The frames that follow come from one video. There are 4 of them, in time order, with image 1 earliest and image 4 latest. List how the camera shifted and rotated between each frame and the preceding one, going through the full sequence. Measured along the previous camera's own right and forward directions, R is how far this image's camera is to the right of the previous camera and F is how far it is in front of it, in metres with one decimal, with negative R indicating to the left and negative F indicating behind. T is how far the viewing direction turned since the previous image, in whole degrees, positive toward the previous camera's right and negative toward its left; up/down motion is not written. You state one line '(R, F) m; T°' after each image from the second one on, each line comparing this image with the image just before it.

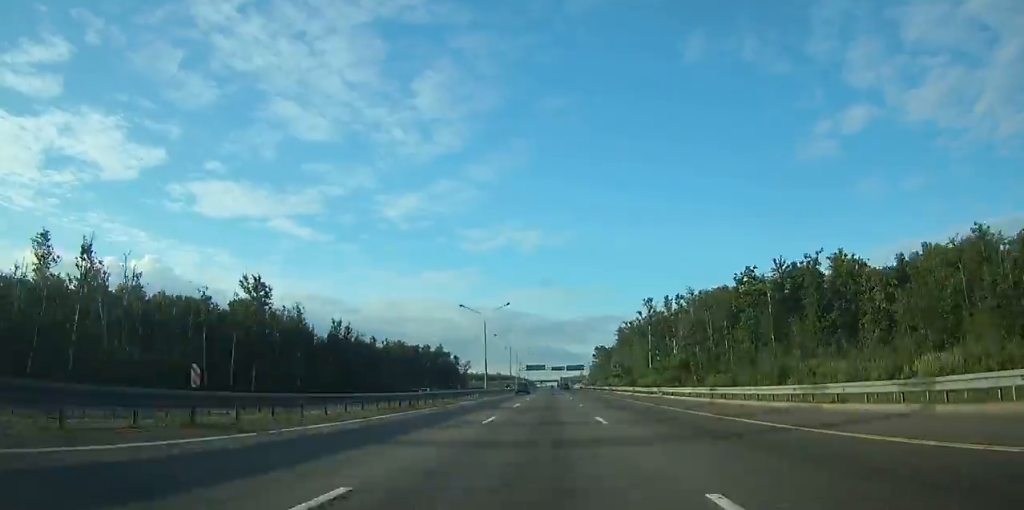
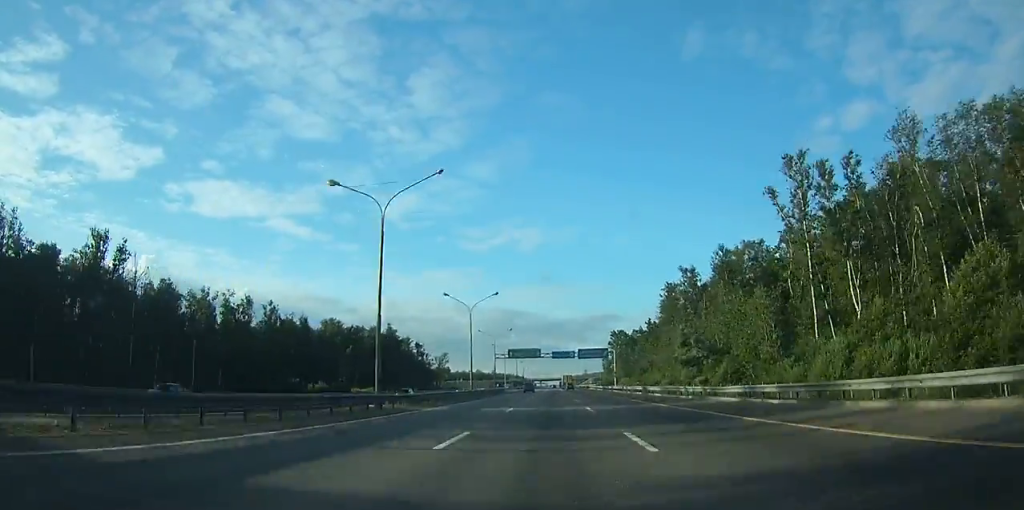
(-0.2, +84.3) m; 0°
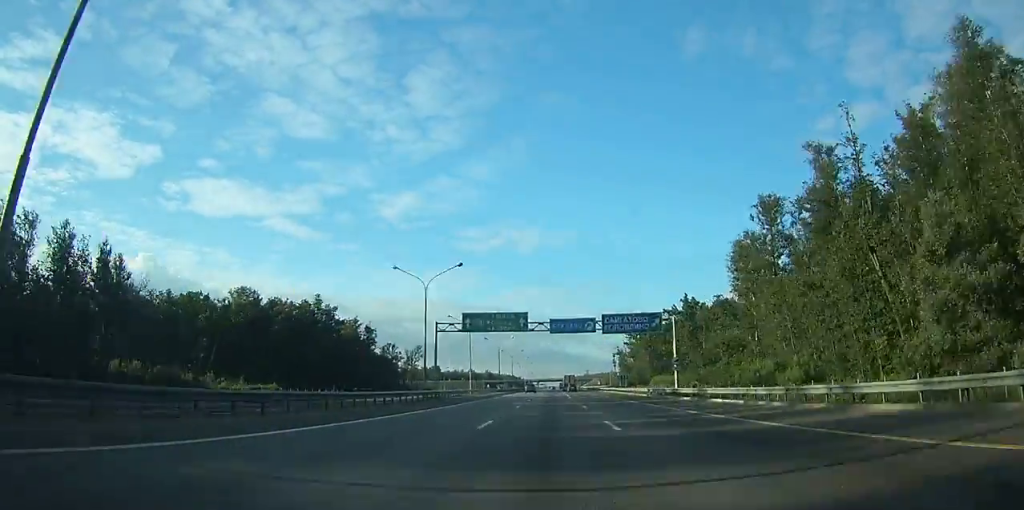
(0.0, +57.9) m; 0°
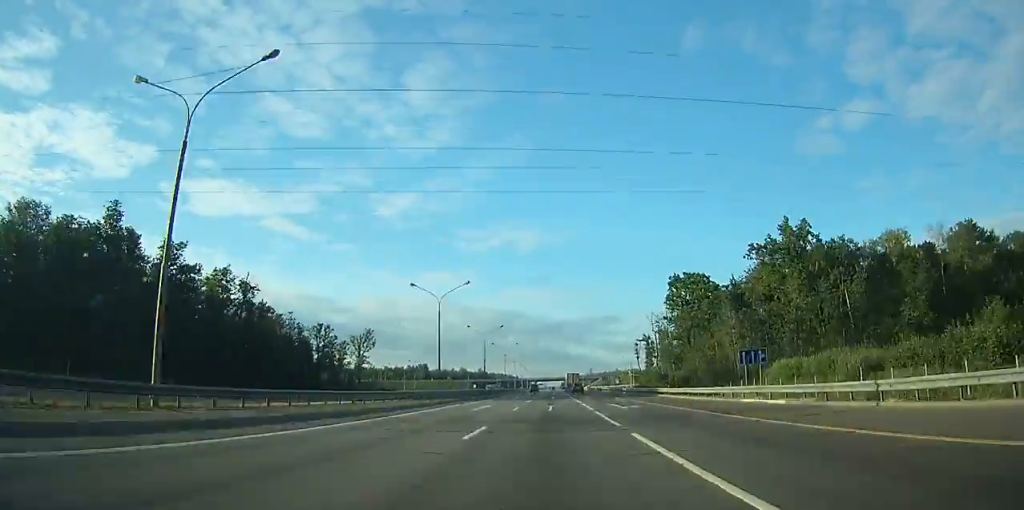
(0.0, +66.7) m; 0°
